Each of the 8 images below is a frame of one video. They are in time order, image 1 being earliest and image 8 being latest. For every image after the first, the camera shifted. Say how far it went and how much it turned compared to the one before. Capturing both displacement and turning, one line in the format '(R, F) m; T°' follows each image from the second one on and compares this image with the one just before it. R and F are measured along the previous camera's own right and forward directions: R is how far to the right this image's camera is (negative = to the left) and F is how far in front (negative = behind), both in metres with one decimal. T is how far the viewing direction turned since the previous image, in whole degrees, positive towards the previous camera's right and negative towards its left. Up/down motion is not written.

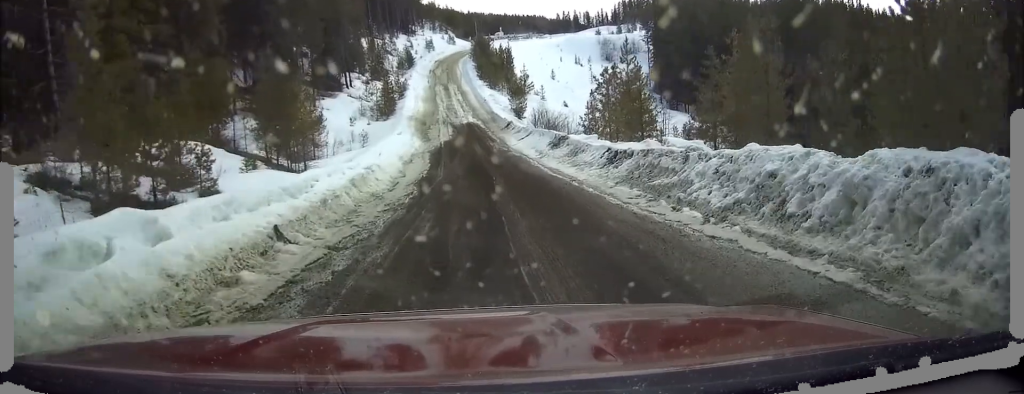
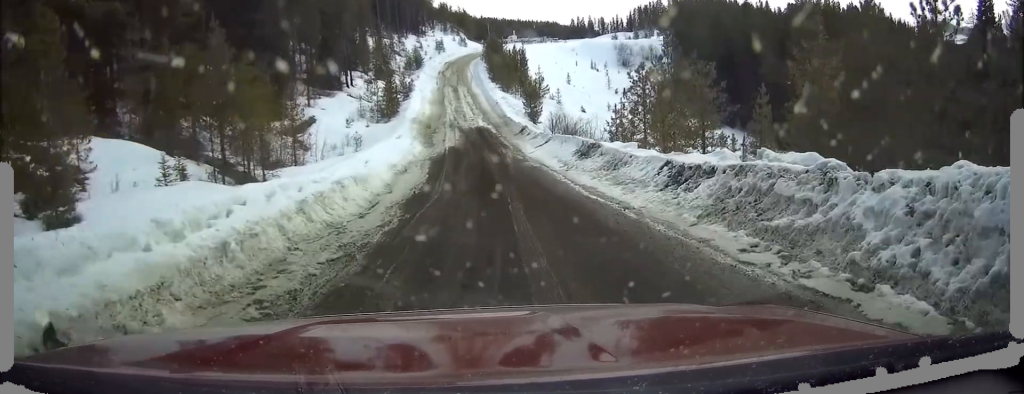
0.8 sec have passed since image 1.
(-0.1, +5.7) m; -1°
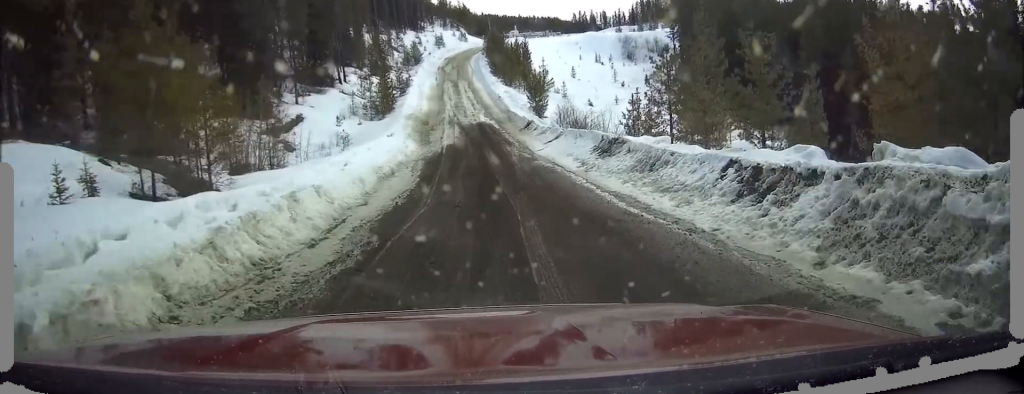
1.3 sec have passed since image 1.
(0.0, +4.0) m; 0°
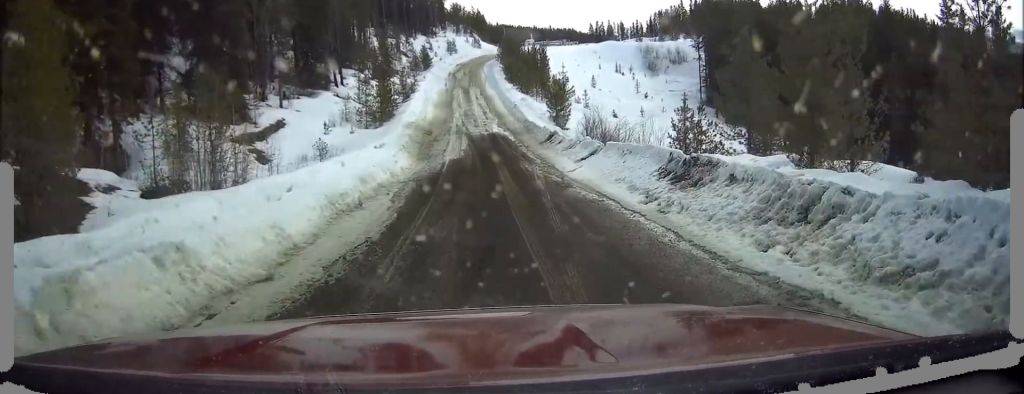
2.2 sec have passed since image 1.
(-0.1, +6.9) m; -1°
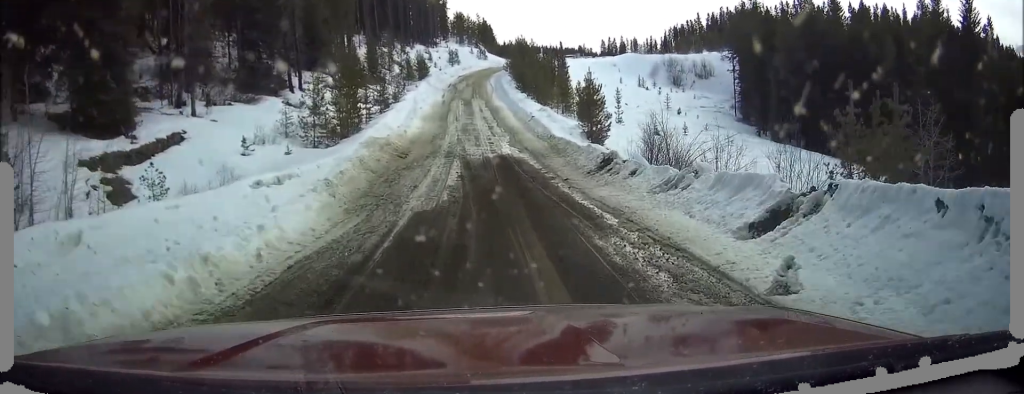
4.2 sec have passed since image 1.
(+0.2, +13.9) m; +3°
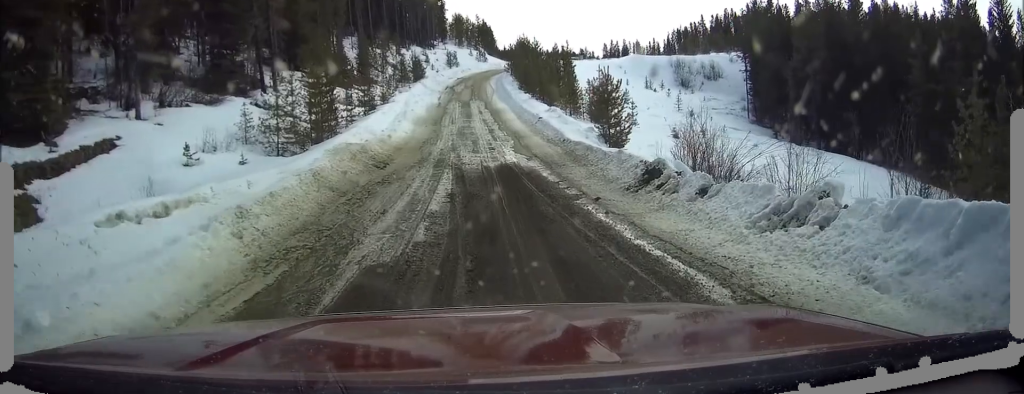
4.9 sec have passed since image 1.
(+0.1, +4.9) m; 0°
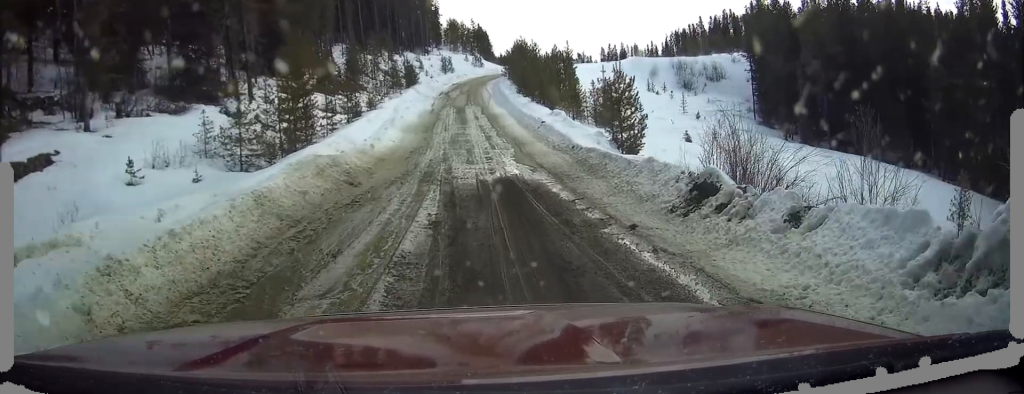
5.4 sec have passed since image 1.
(-0.1, +3.3) m; -2°
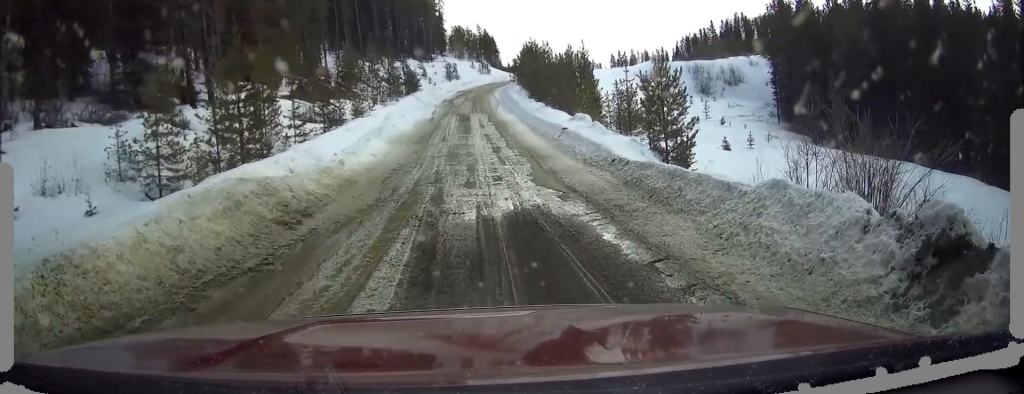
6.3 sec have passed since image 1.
(-0.2, +5.6) m; -2°
